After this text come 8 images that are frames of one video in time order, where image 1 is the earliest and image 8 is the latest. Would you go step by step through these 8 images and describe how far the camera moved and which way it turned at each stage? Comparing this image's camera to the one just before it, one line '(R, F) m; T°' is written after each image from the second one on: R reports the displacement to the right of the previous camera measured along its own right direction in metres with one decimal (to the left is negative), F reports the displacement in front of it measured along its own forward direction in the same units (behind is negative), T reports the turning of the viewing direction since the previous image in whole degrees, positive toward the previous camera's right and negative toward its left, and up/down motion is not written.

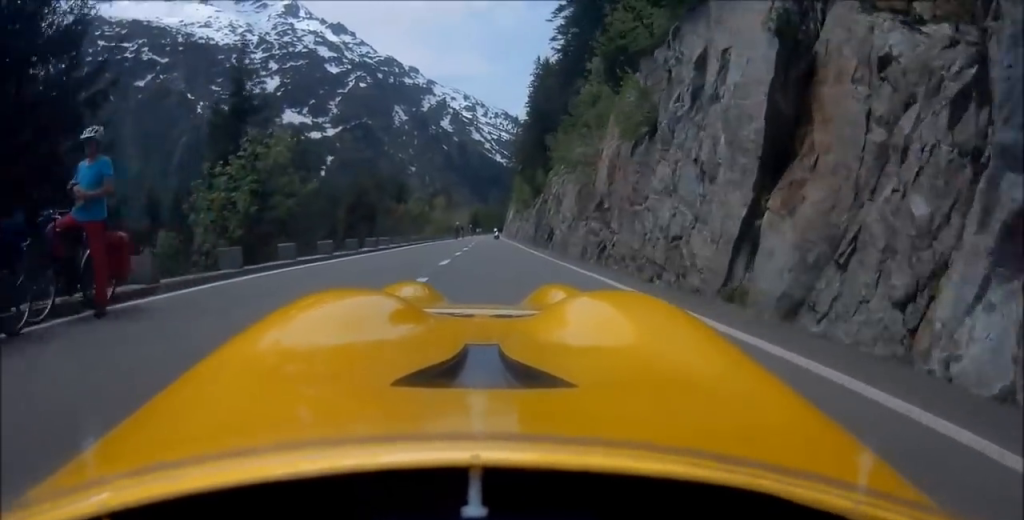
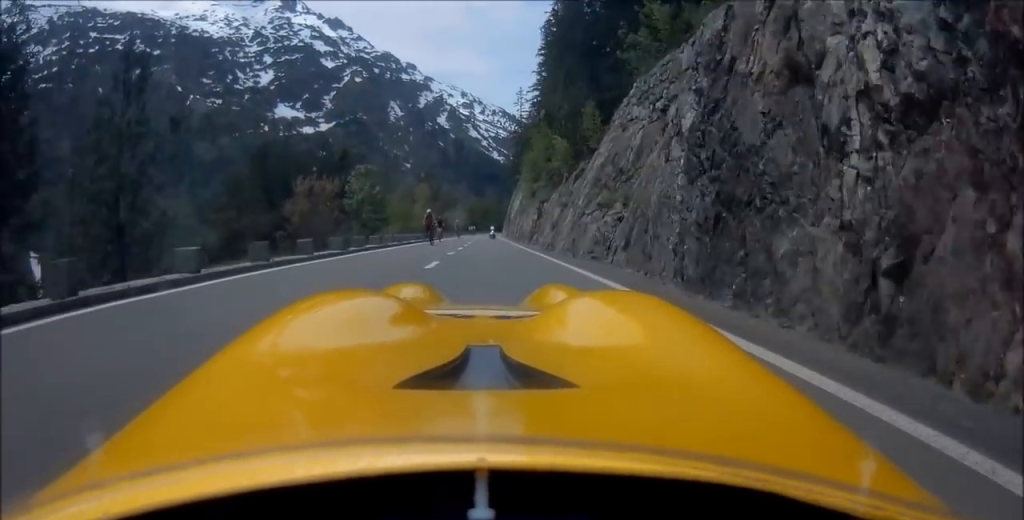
(+0.2, +26.7) m; +1°
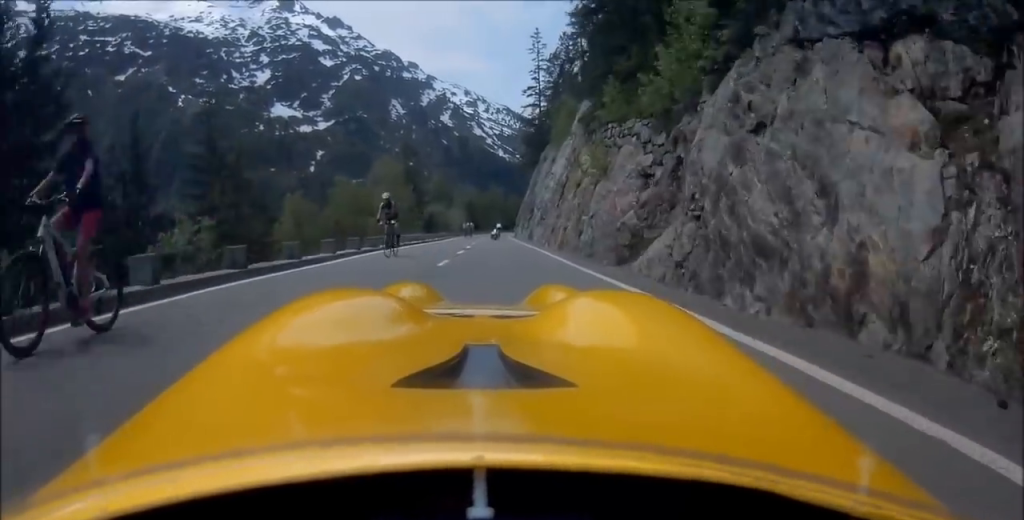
(+0.7, +35.0) m; +1°
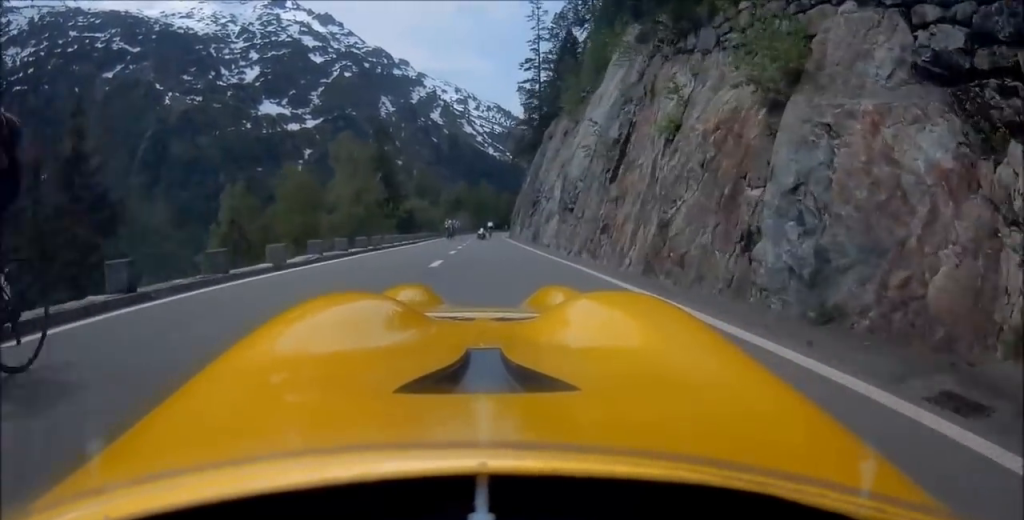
(-0.1, +12.4) m; 0°
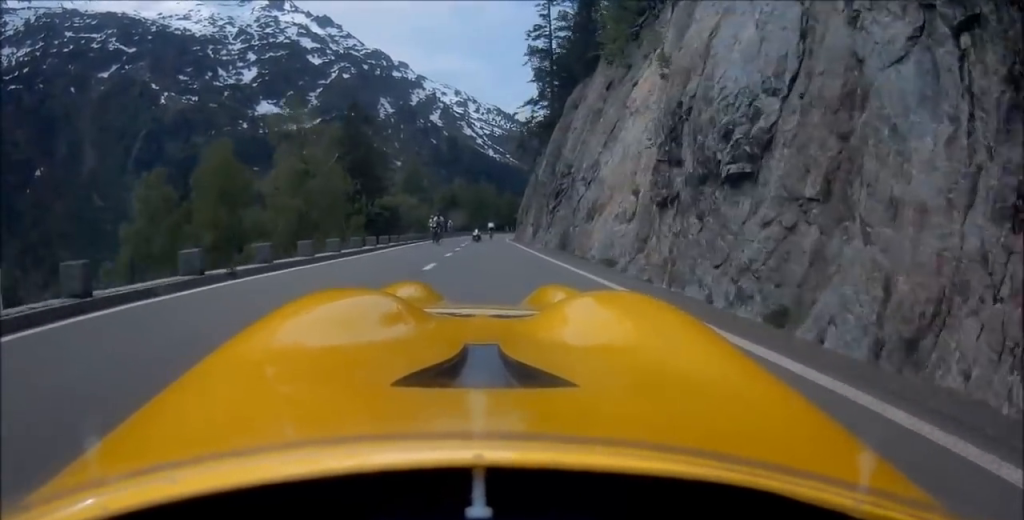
(-0.2, +13.1) m; 0°
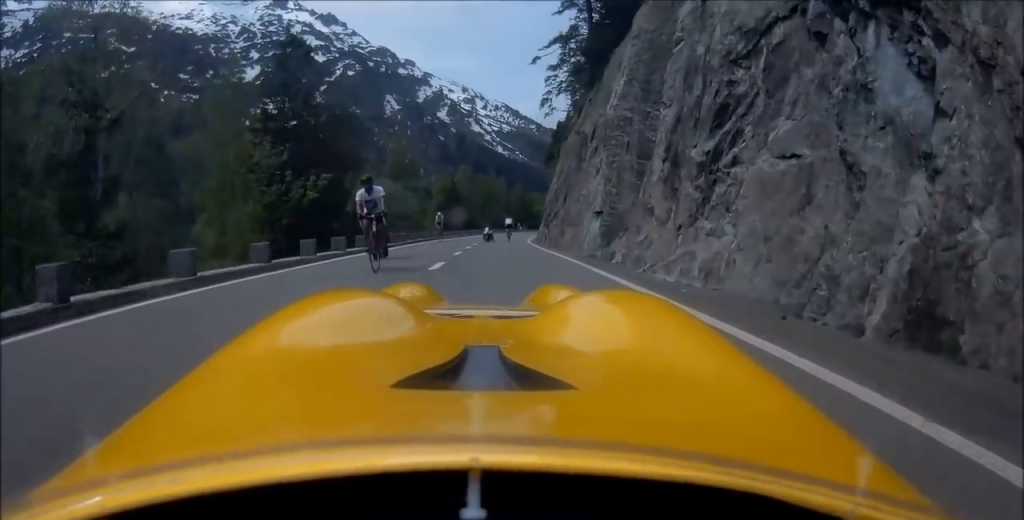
(+0.2, +18.9) m; -1°
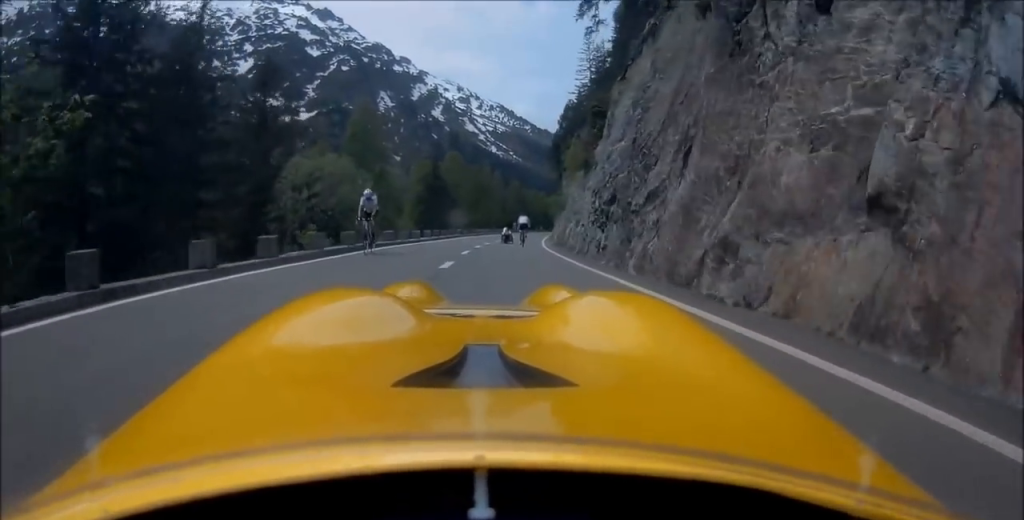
(-0.3, +17.5) m; 0°
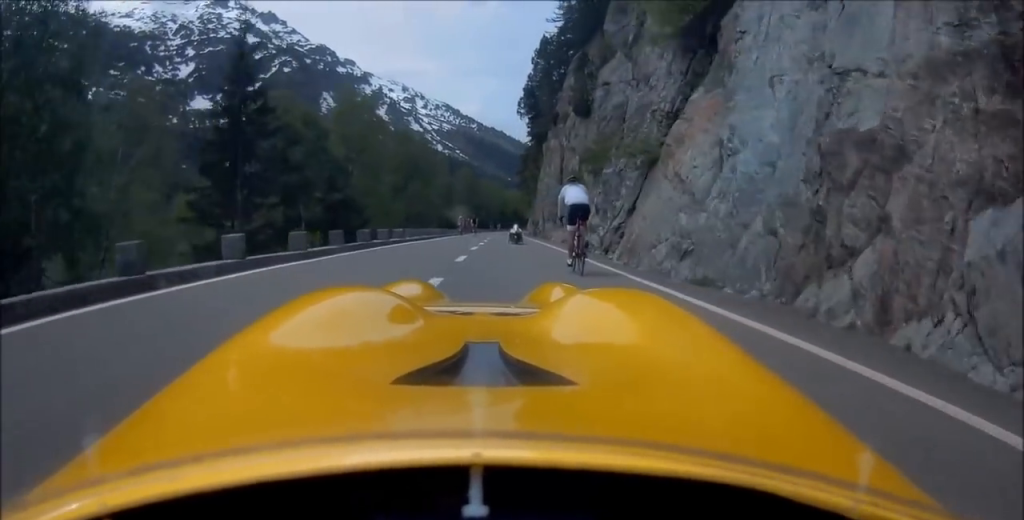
(+0.9, +33.8) m; +4°
